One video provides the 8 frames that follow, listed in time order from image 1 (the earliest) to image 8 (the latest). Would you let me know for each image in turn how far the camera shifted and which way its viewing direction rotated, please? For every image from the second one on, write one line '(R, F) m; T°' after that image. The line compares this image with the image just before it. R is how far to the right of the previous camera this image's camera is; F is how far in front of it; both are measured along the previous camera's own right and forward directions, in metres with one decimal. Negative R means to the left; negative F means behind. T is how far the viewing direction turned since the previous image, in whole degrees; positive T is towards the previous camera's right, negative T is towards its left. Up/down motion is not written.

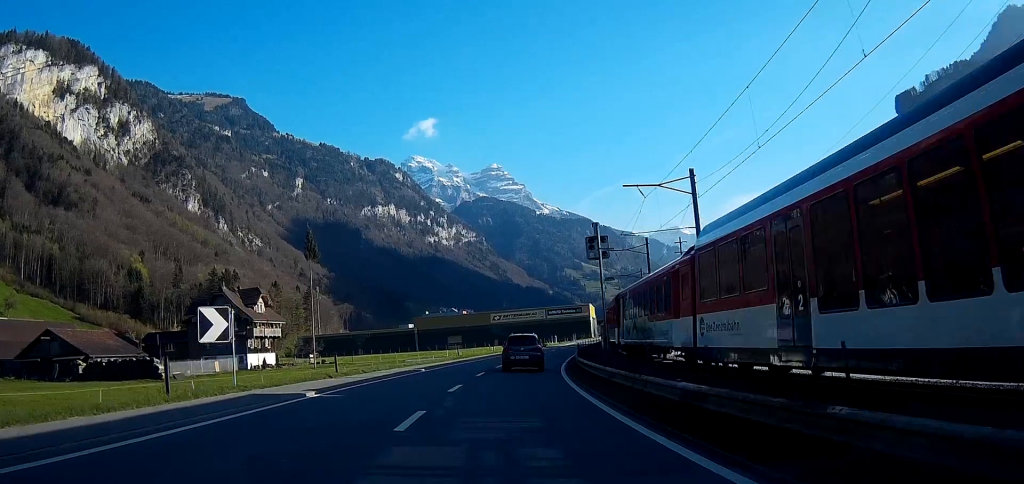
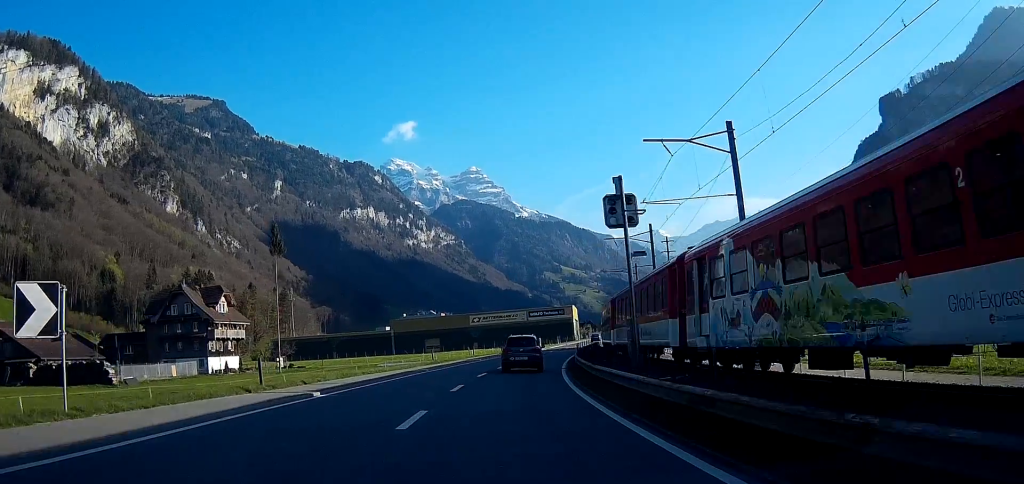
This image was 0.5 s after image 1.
(+0.1, +8.5) m; +1°
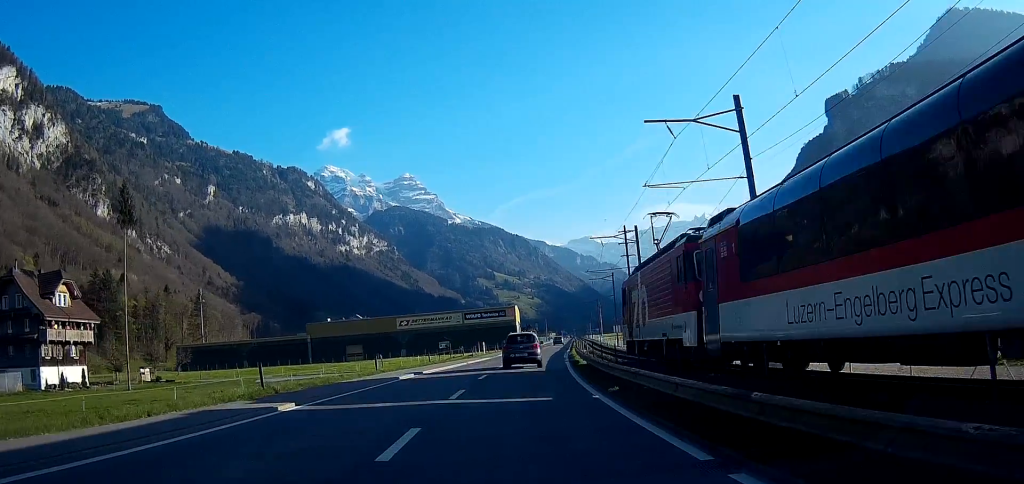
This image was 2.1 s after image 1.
(+1.3, +29.9) m; +5°
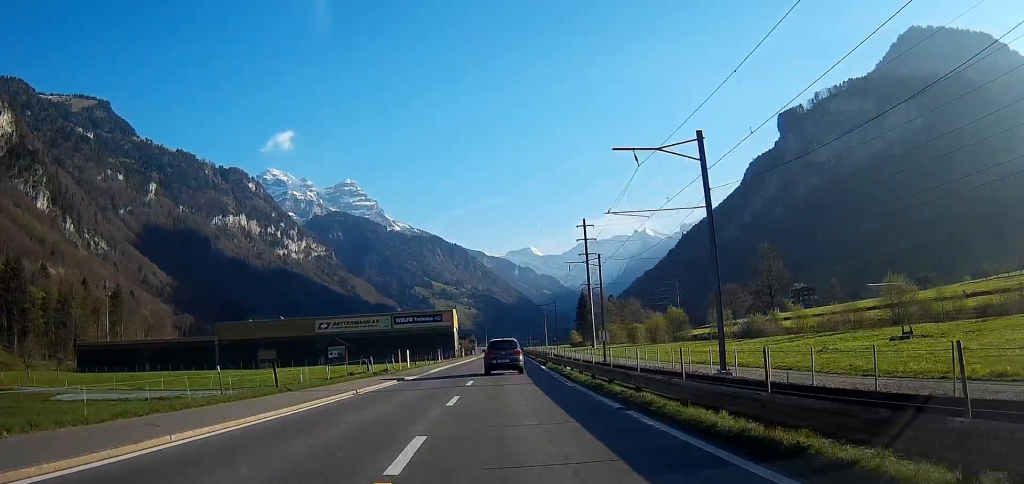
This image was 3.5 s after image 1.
(+1.2, +27.4) m; +5°
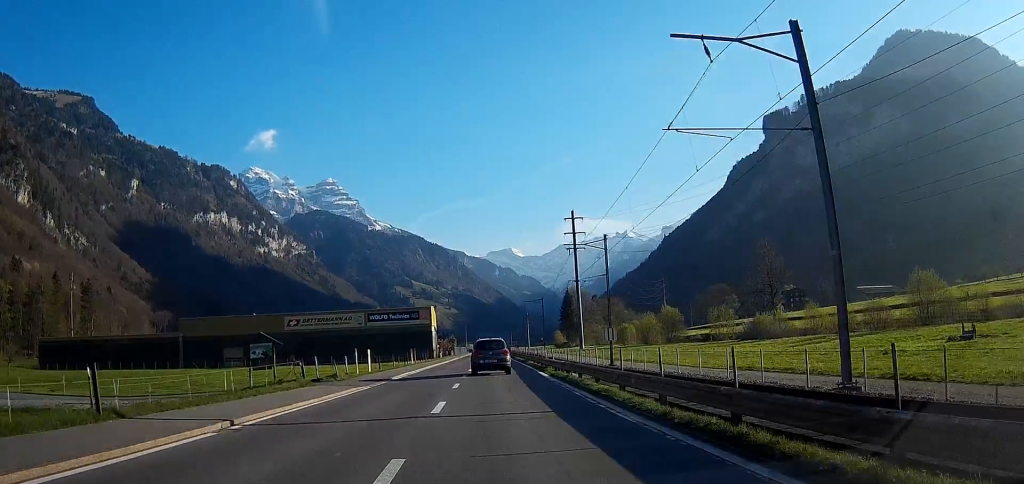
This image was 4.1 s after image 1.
(+0.2, +11.1) m; +1°
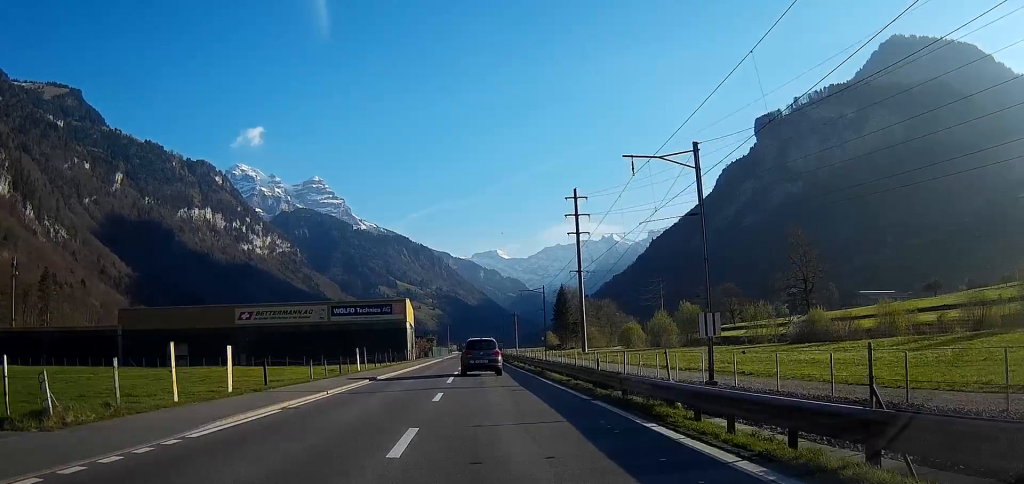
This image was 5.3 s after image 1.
(+0.5, +23.7) m; +1°
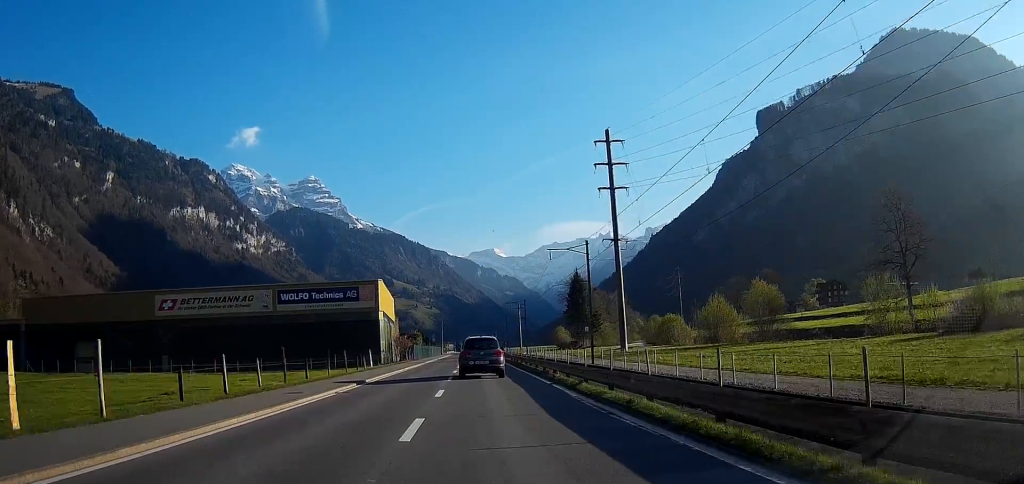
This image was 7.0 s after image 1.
(+0.1, +34.7) m; 0°
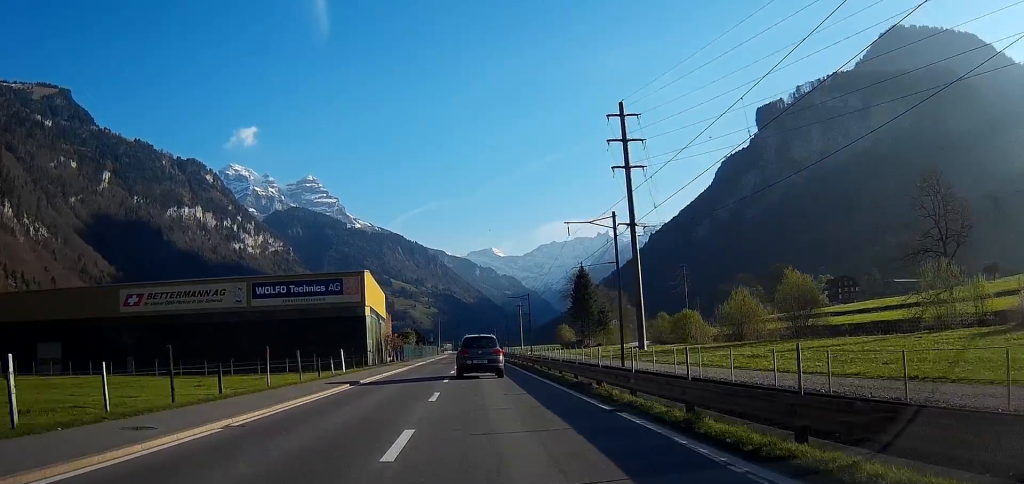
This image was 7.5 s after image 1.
(0.0, +10.8) m; 0°
